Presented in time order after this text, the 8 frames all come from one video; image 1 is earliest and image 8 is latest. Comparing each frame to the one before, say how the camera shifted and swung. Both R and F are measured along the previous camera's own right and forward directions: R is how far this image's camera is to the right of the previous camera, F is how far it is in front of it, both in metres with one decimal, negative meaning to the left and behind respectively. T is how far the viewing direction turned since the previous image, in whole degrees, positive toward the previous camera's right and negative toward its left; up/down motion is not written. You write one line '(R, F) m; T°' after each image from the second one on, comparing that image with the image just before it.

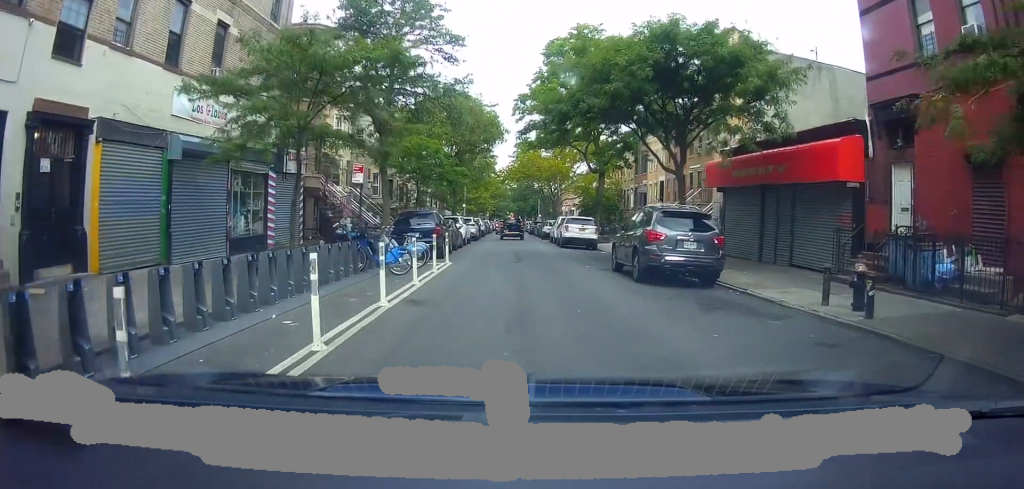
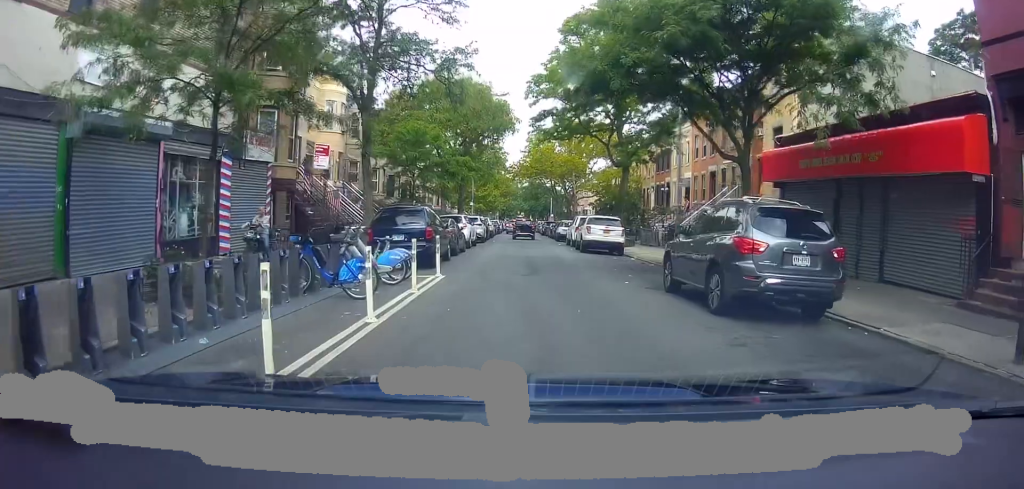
(+0.4, +4.7) m; +7°
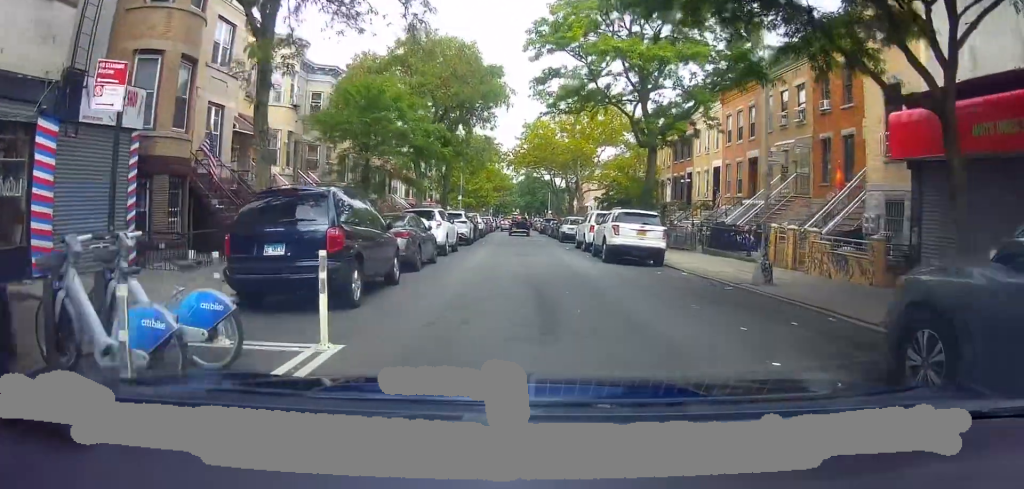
(-0.1, +8.5) m; -4°
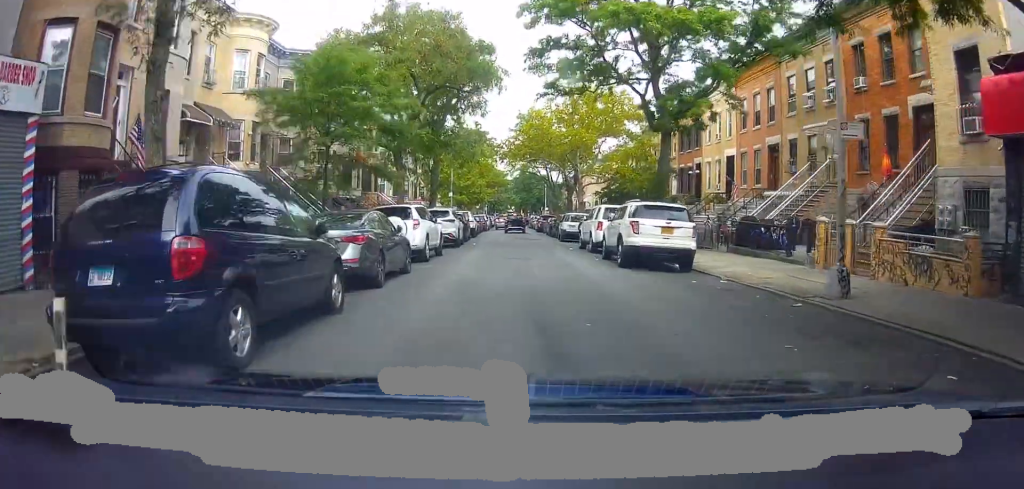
(0.0, +3.7) m; +2°
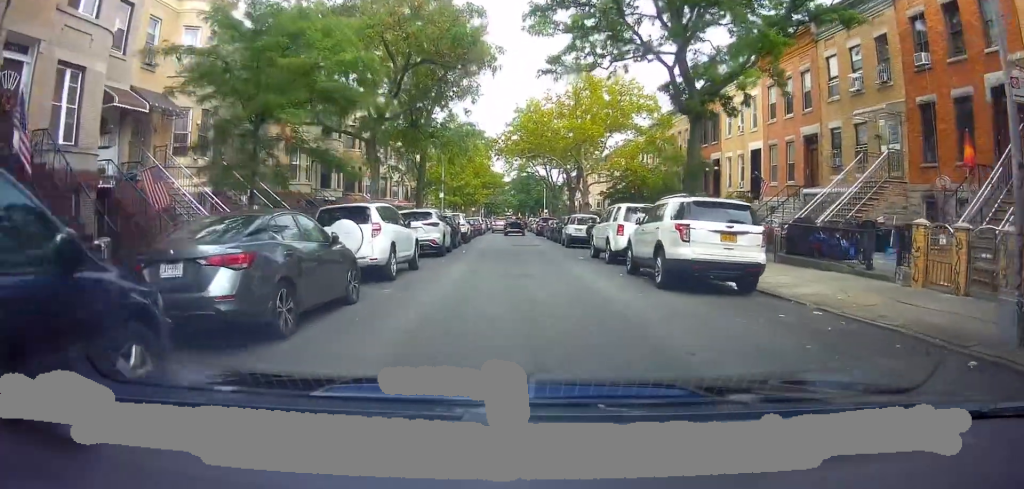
(+0.1, +4.7) m; +4°
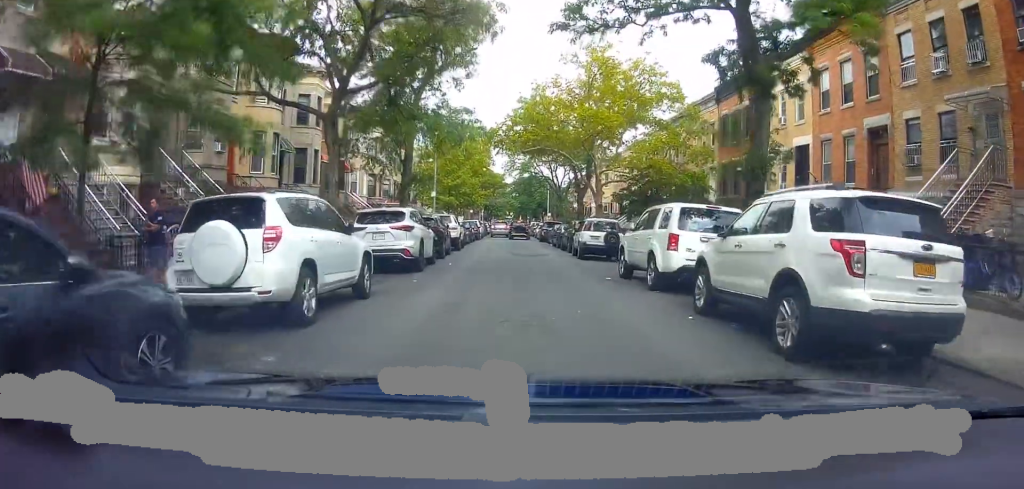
(+0.4, +5.7) m; +2°
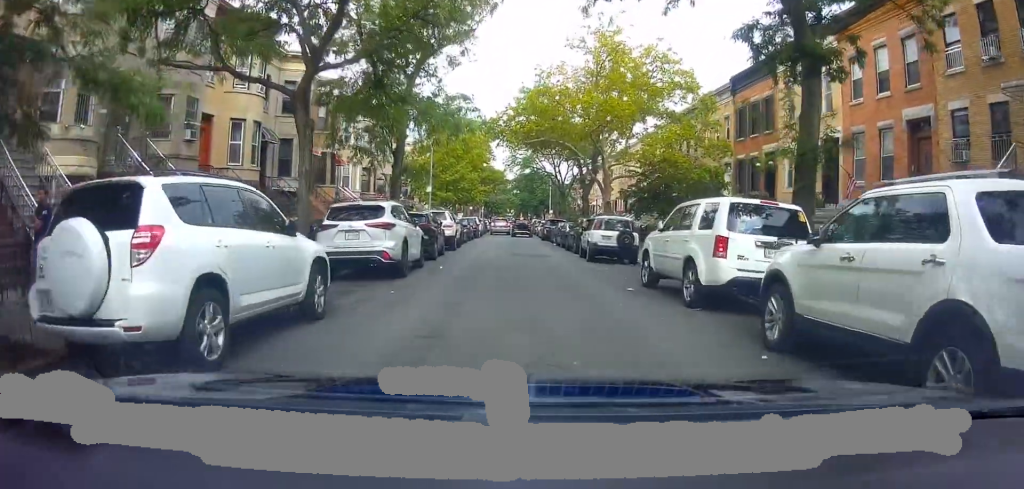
(+0.1, +2.9) m; -3°
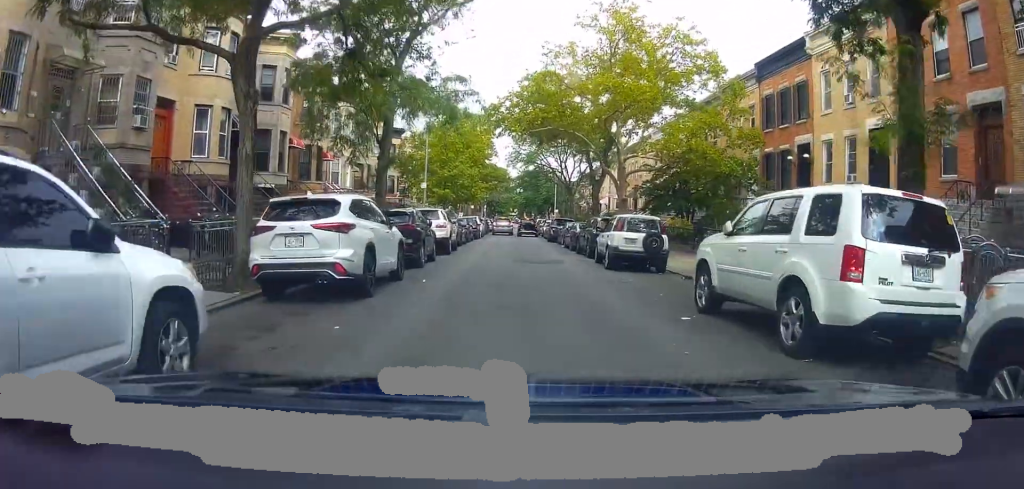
(-0.3, +4.0) m; -2°
